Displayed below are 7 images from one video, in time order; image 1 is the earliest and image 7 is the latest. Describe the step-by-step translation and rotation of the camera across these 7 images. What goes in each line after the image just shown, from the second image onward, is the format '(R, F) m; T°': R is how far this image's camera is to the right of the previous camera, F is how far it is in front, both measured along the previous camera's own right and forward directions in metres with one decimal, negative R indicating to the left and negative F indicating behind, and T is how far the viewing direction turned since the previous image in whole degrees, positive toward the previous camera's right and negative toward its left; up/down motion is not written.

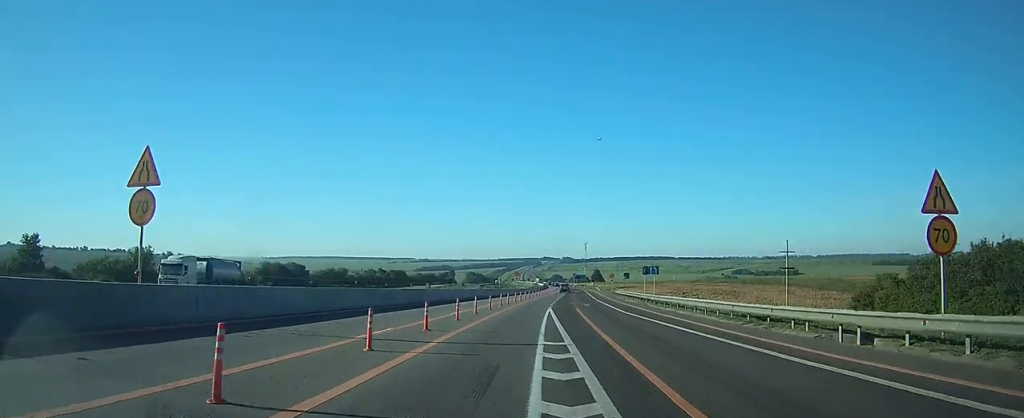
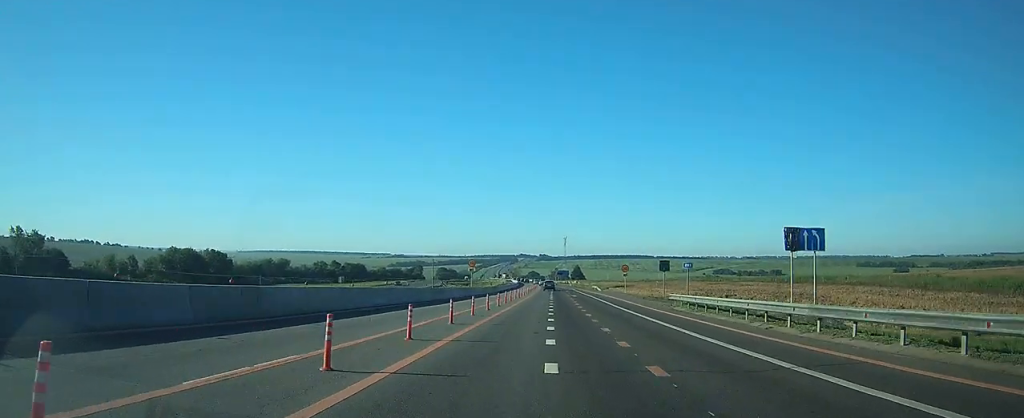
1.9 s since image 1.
(+0.4, +42.6) m; +1°
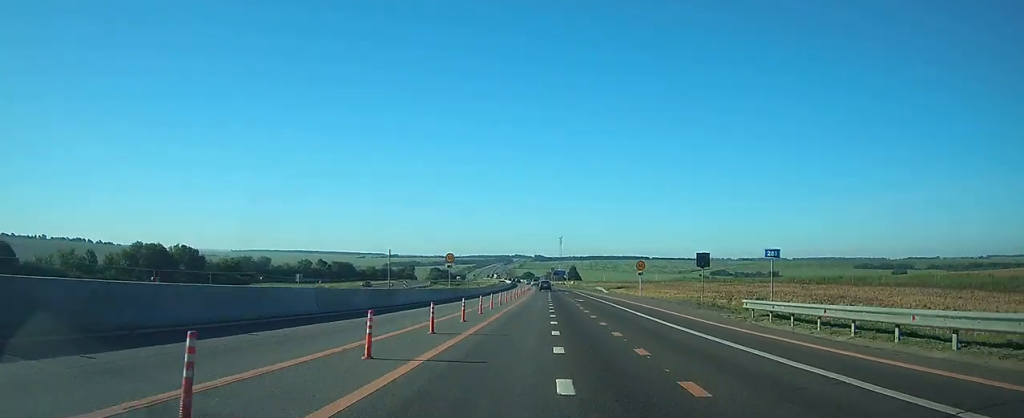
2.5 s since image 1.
(-0.1, +13.7) m; 0°
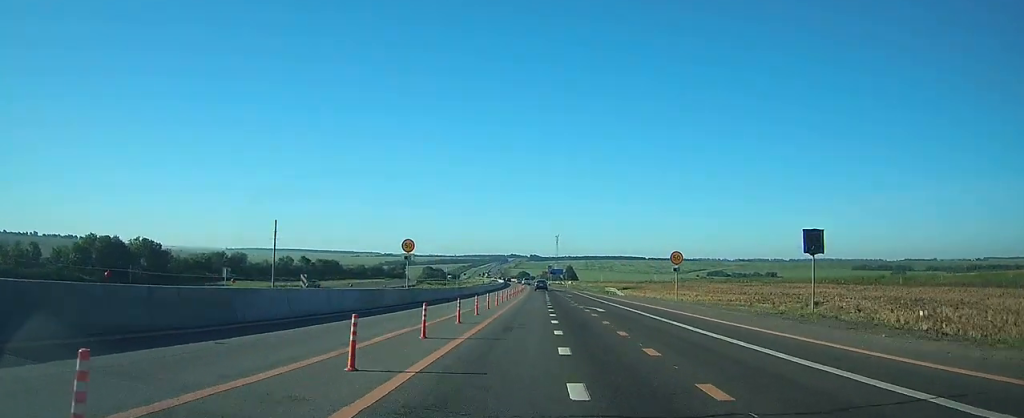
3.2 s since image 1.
(+0.2, +16.5) m; +1°
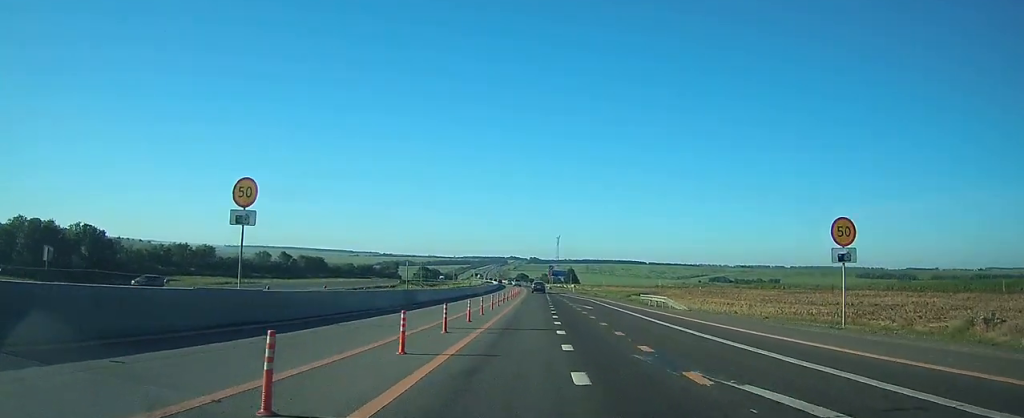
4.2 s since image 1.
(+0.2, +23.1) m; +1°
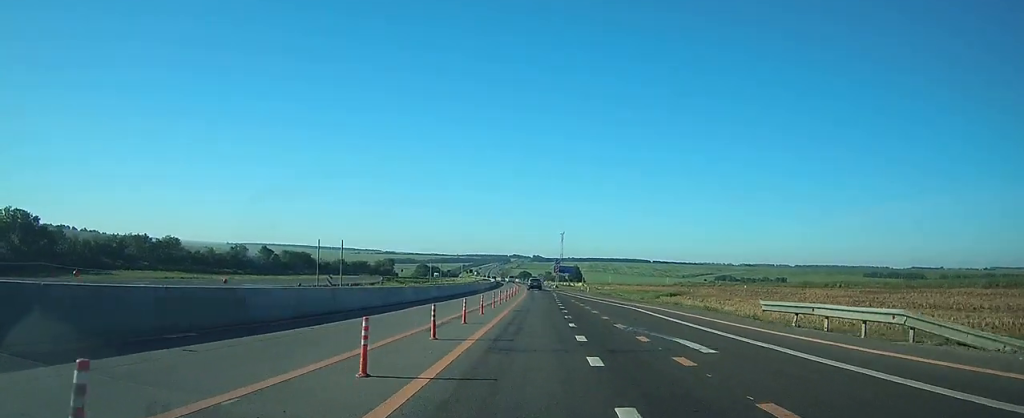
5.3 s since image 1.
(0.0, +22.7) m; 0°
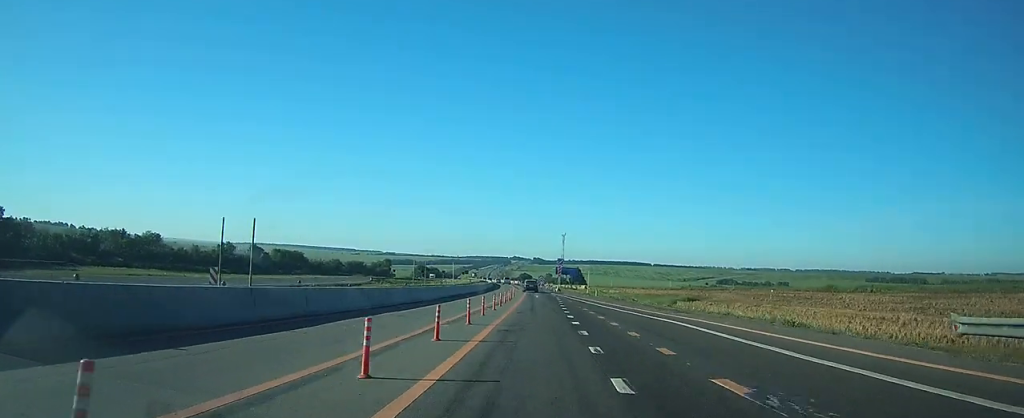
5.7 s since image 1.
(0.0, +10.1) m; 0°
